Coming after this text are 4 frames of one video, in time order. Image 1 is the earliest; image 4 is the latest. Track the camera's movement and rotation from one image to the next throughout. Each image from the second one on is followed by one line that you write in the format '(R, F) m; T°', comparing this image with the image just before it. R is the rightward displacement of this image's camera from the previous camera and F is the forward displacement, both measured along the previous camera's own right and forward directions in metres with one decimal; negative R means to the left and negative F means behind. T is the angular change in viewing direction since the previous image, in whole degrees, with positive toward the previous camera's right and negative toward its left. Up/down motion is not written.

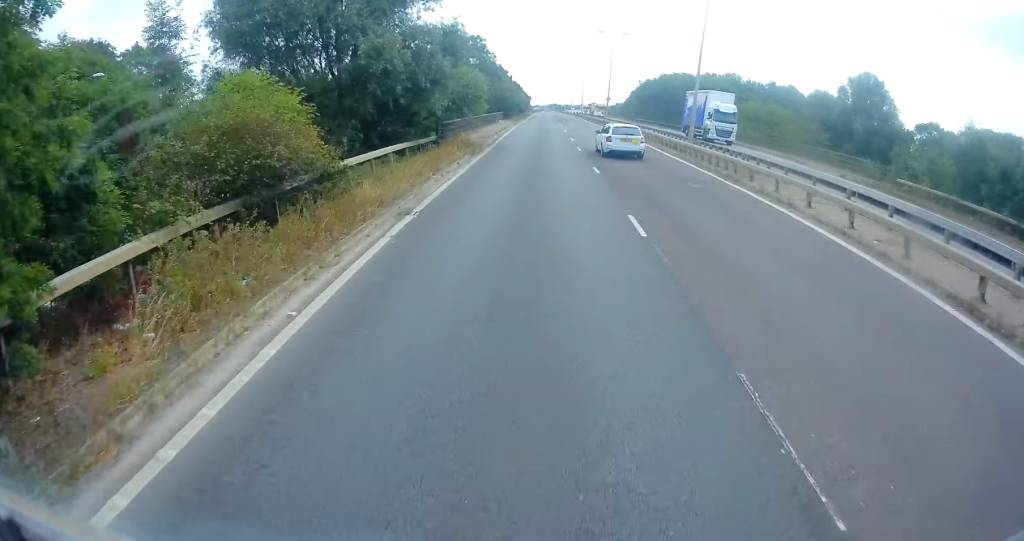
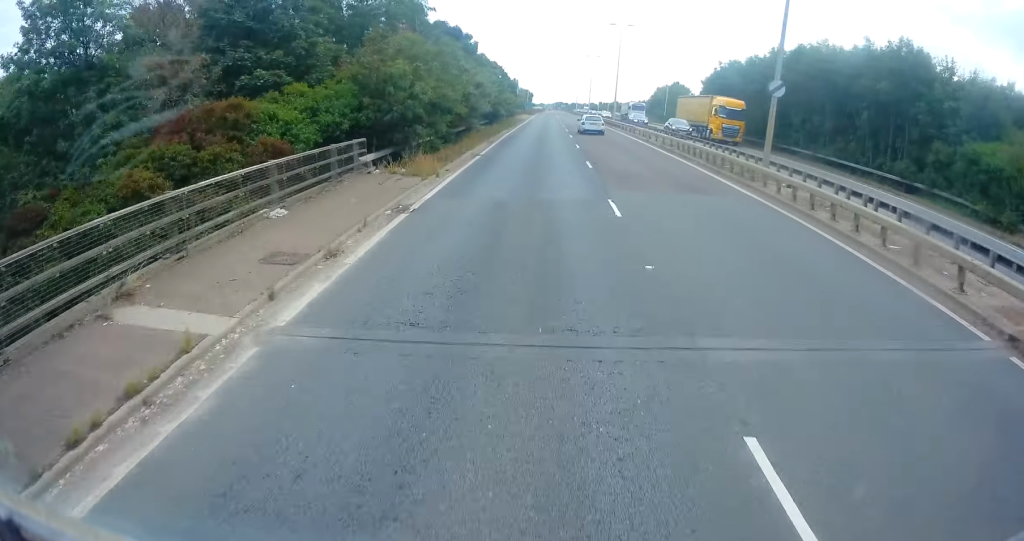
(-0.4, +55.7) m; -1°
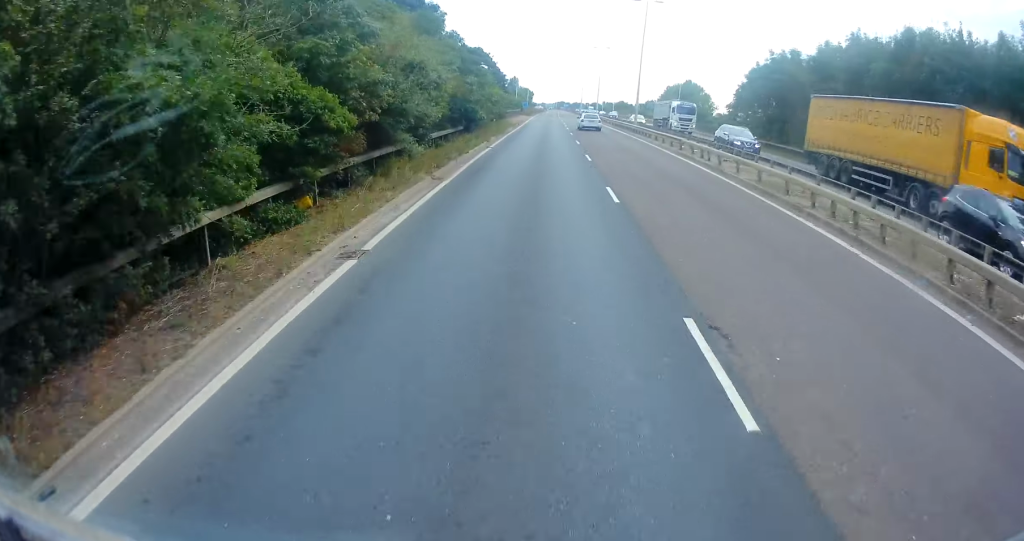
(-0.4, +16.4) m; -1°
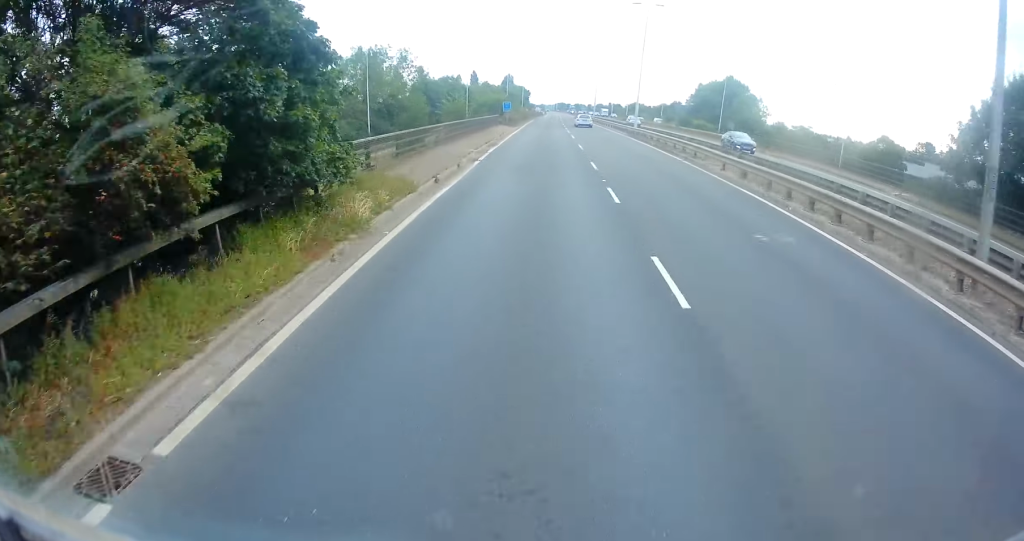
(+1.2, +45.0) m; +3°
